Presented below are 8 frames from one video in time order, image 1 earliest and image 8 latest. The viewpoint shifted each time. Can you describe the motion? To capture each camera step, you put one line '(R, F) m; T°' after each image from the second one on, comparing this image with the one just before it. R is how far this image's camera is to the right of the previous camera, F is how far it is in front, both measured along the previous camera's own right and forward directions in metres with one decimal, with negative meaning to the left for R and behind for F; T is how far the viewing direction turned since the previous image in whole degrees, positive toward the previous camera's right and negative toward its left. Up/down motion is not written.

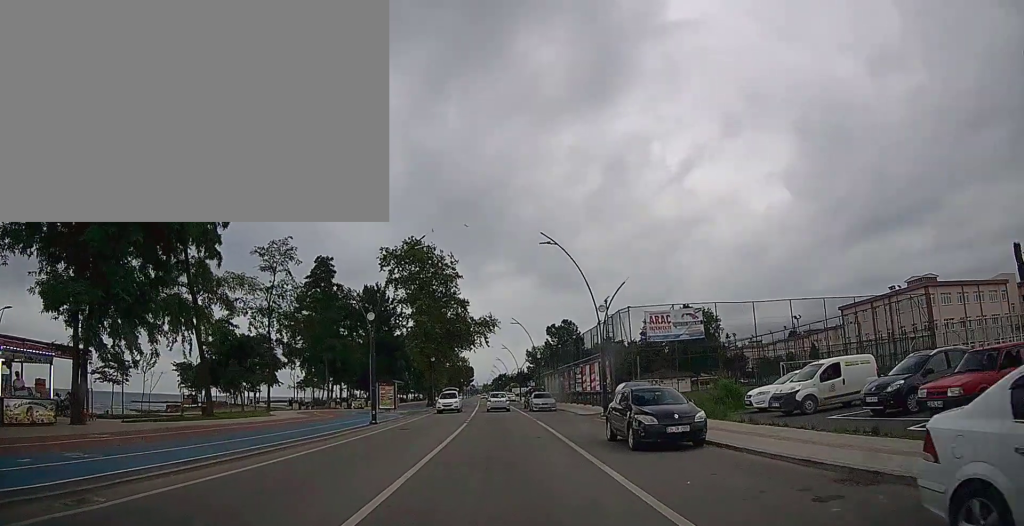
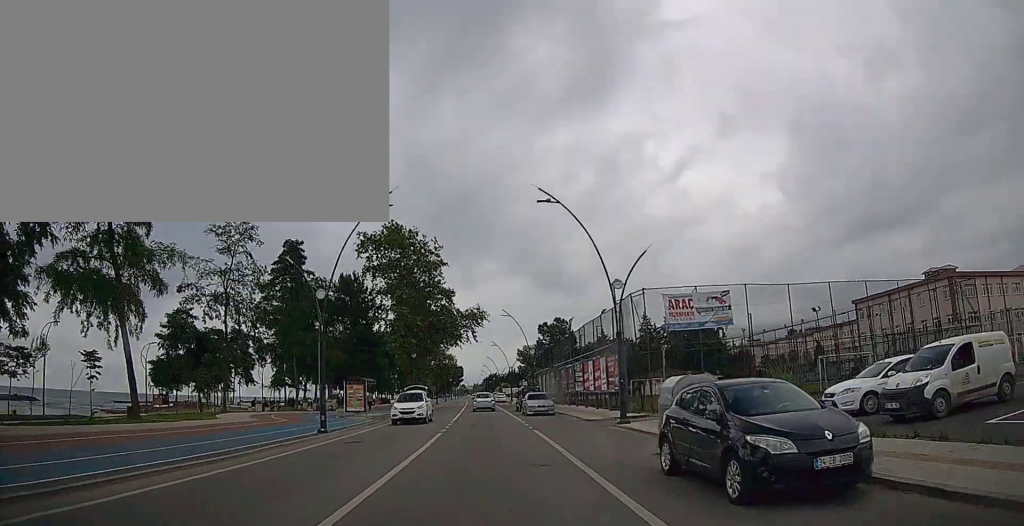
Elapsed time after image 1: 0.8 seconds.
(0.0, +6.8) m; +1°
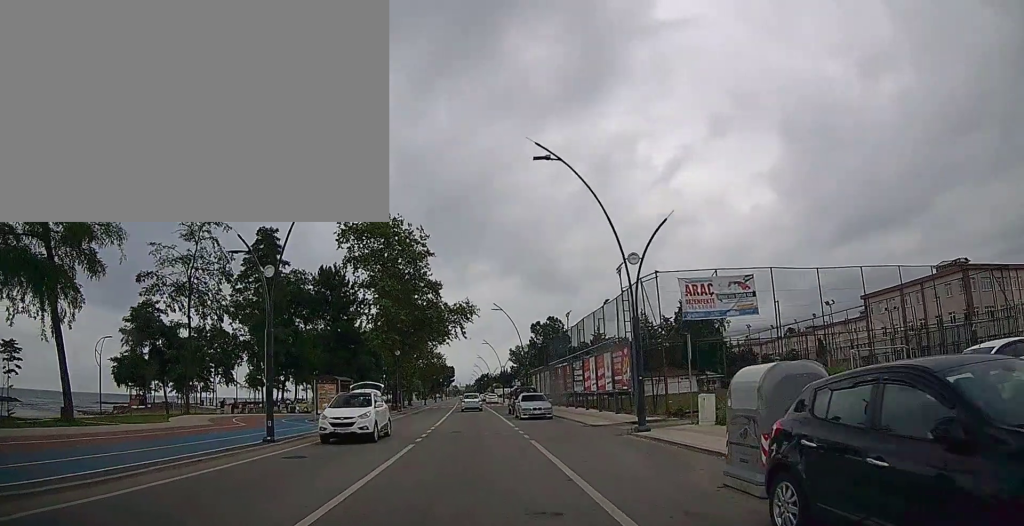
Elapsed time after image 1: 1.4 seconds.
(+0.1, +4.4) m; 0°
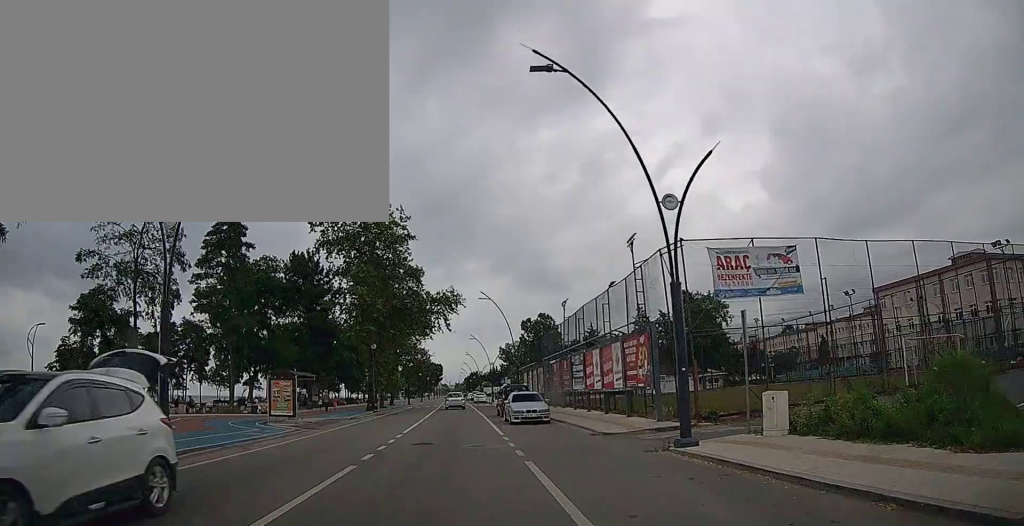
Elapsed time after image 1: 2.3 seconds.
(-0.1, +6.0) m; +1°
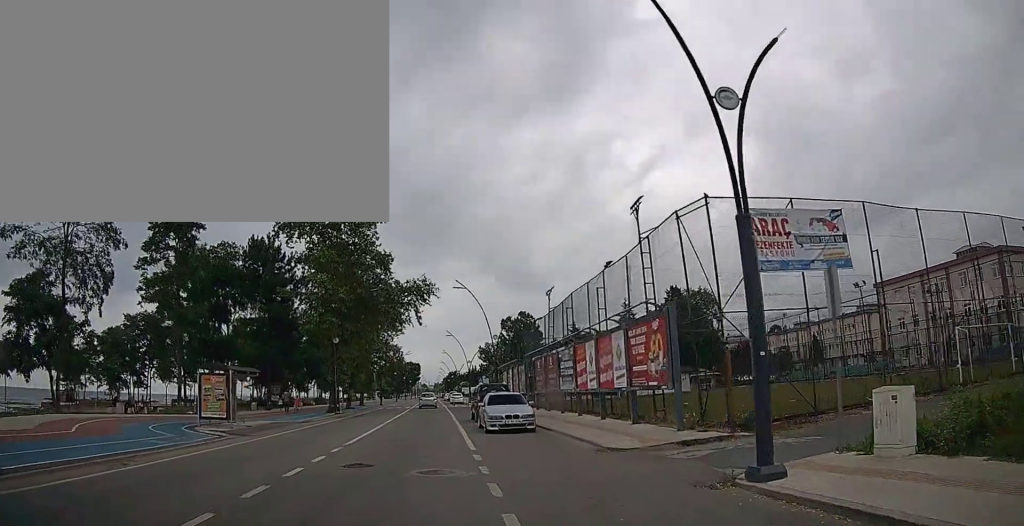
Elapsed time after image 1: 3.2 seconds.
(+0.2, +5.3) m; +2°
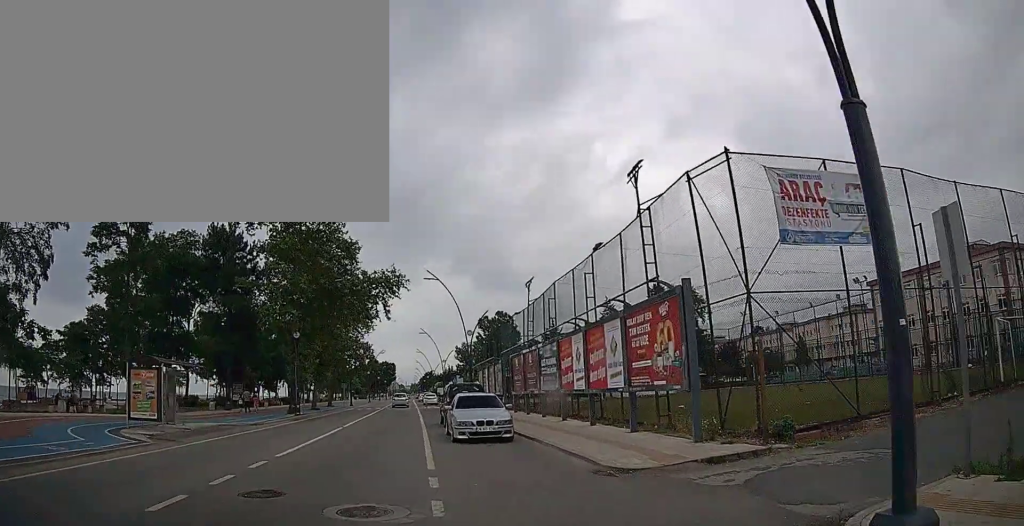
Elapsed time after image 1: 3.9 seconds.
(+0.1, +3.9) m; +3°
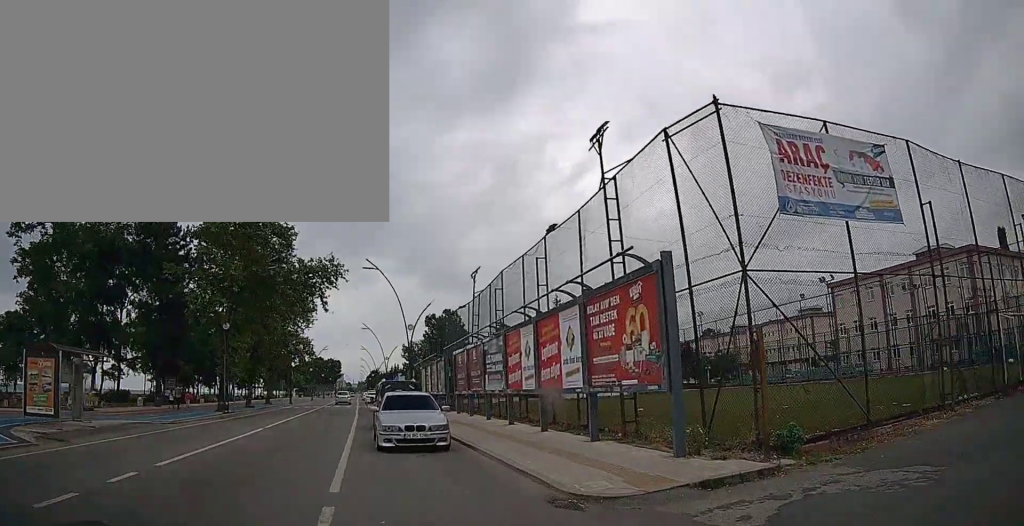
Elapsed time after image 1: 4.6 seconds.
(-0.2, +3.0) m; +4°
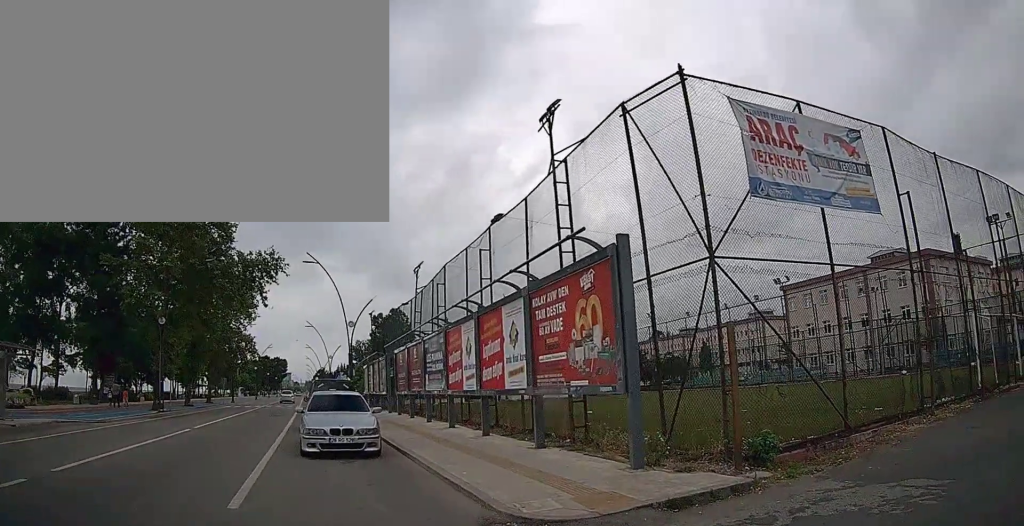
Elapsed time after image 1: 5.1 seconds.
(+0.2, +1.4) m; +8°
